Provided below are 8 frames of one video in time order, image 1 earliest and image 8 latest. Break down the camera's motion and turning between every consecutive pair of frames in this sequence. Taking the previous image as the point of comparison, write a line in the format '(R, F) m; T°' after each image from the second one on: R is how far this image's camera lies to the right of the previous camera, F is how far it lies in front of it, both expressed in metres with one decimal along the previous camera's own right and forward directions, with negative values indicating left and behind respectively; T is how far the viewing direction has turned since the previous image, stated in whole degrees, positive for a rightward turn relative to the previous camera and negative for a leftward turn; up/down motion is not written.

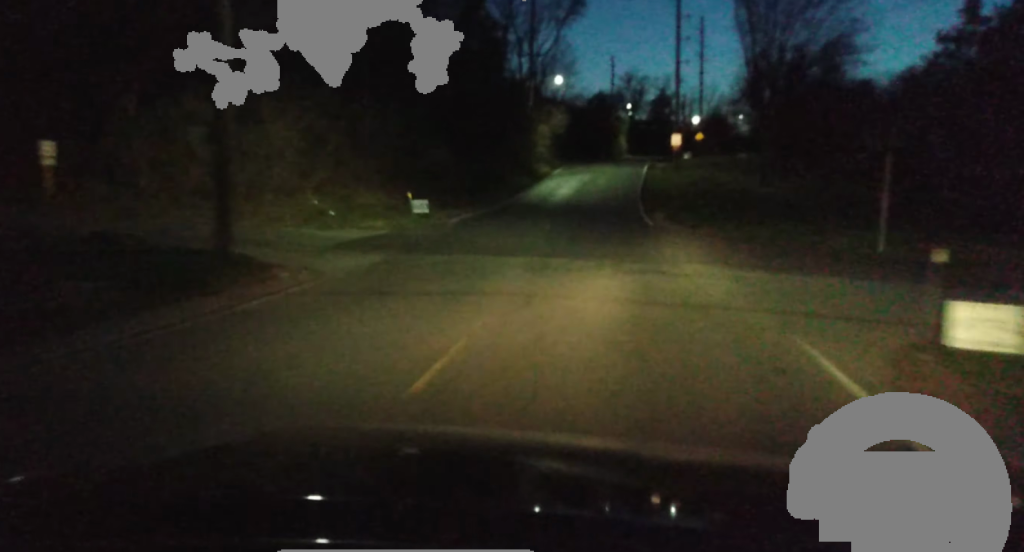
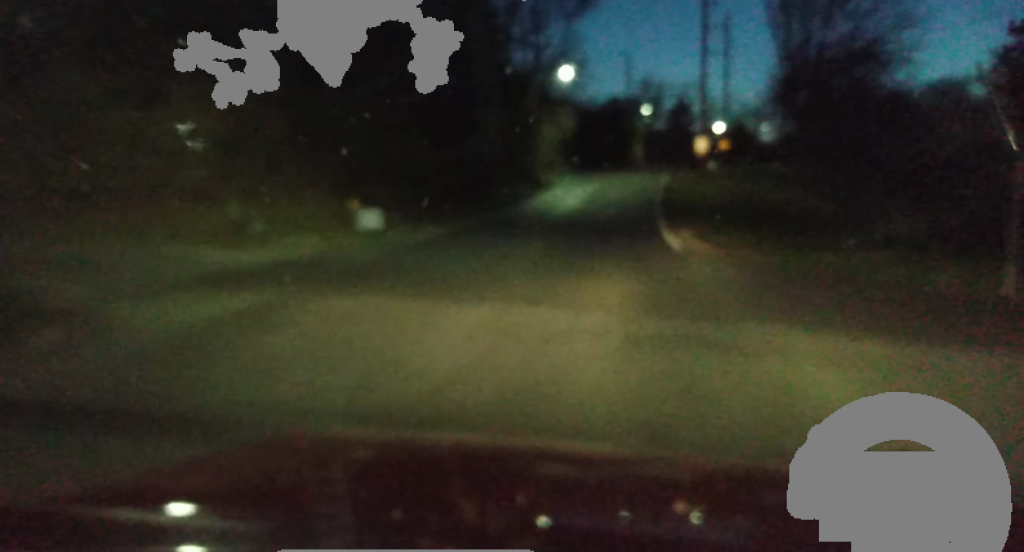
(-0.1, +7.8) m; 0°
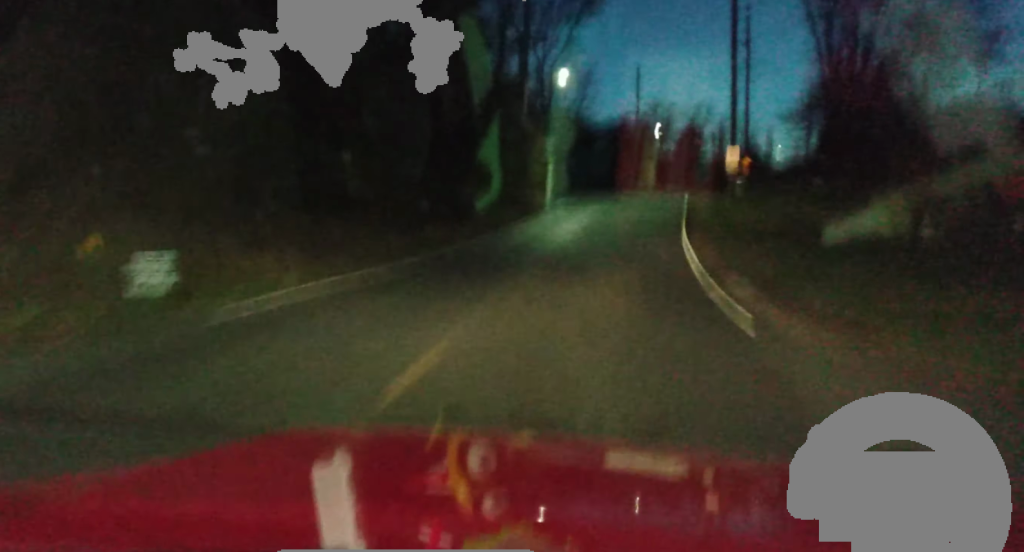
(+0.6, +14.3) m; +1°
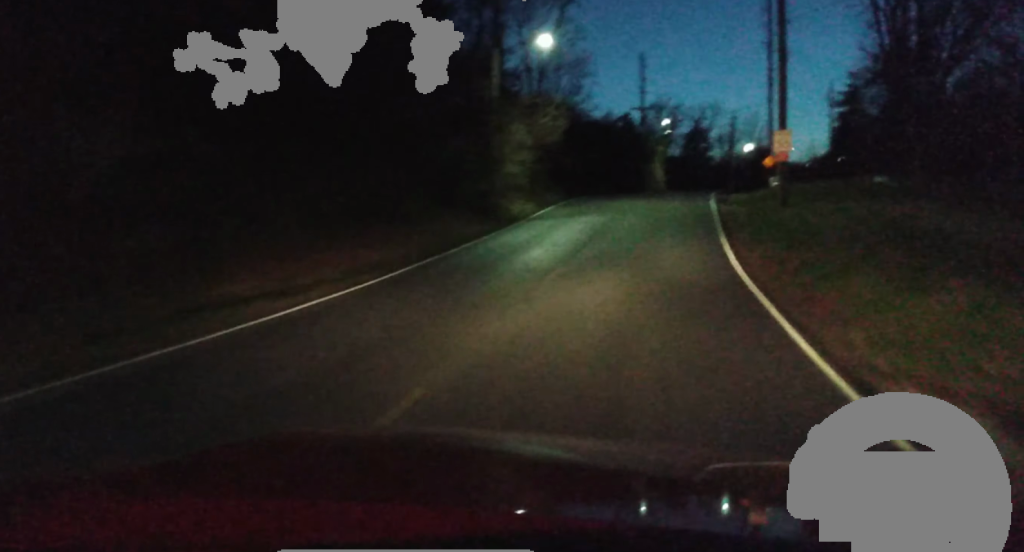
(-0.4, +14.6) m; 0°
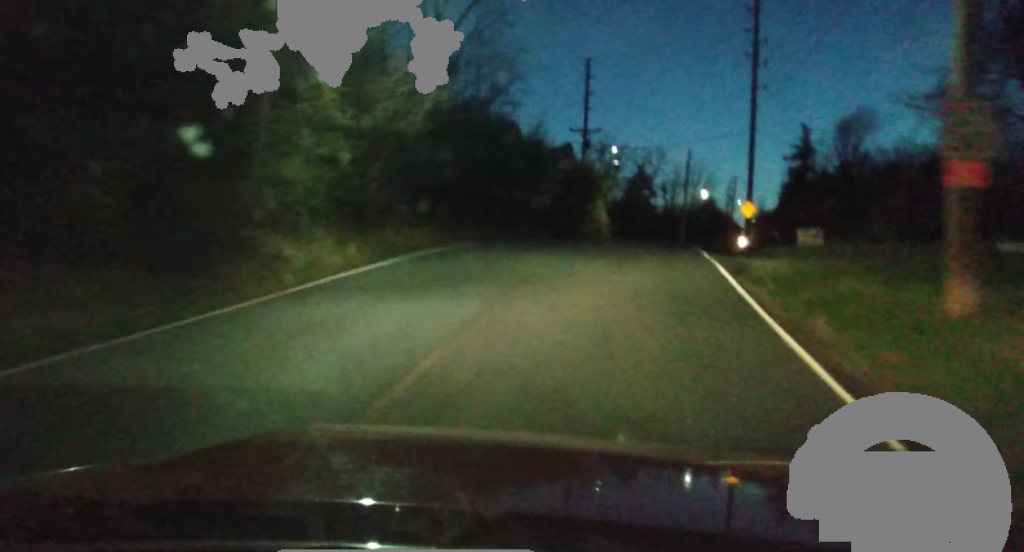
(+0.4, +23.5) m; +3°
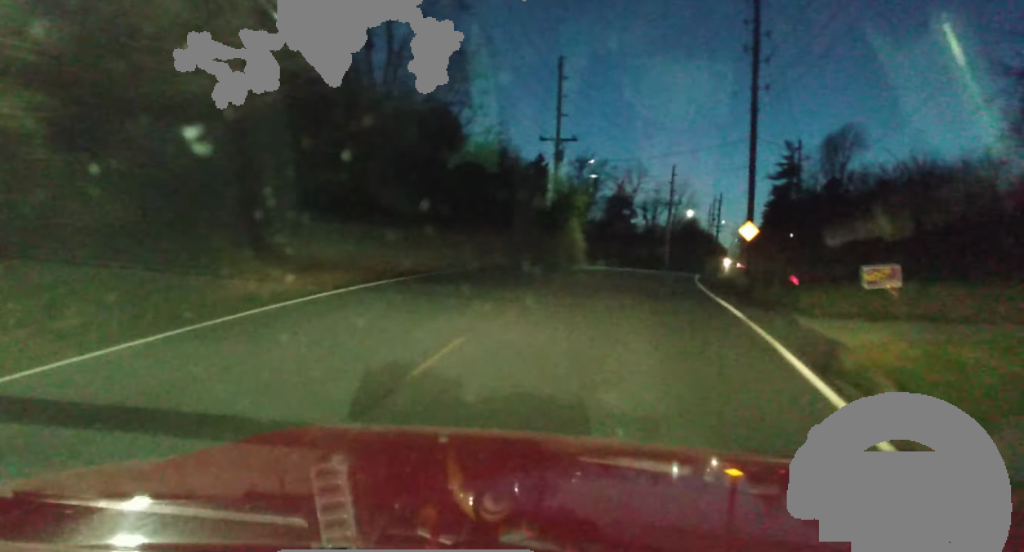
(+0.1, +10.2) m; +1°
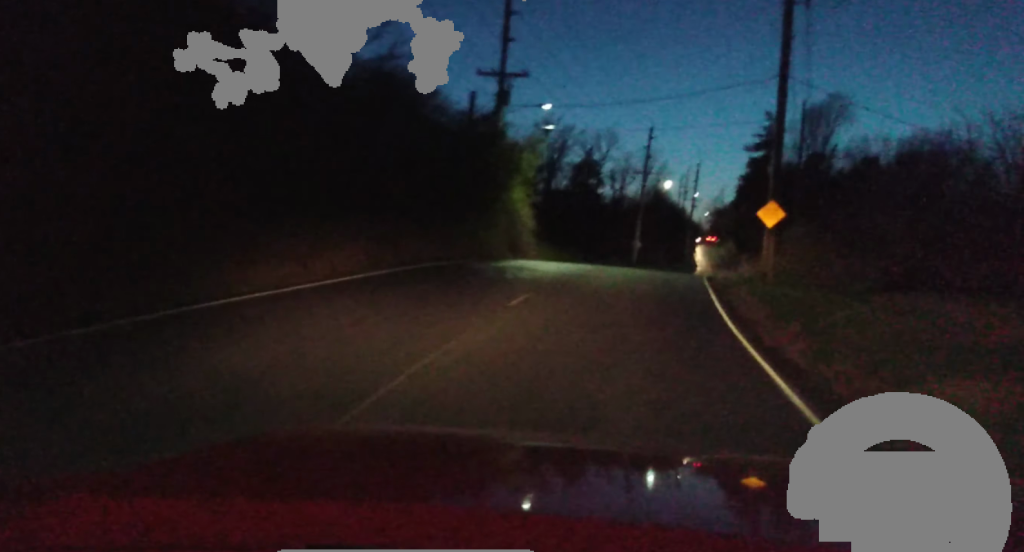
(+0.3, +18.0) m; +4°
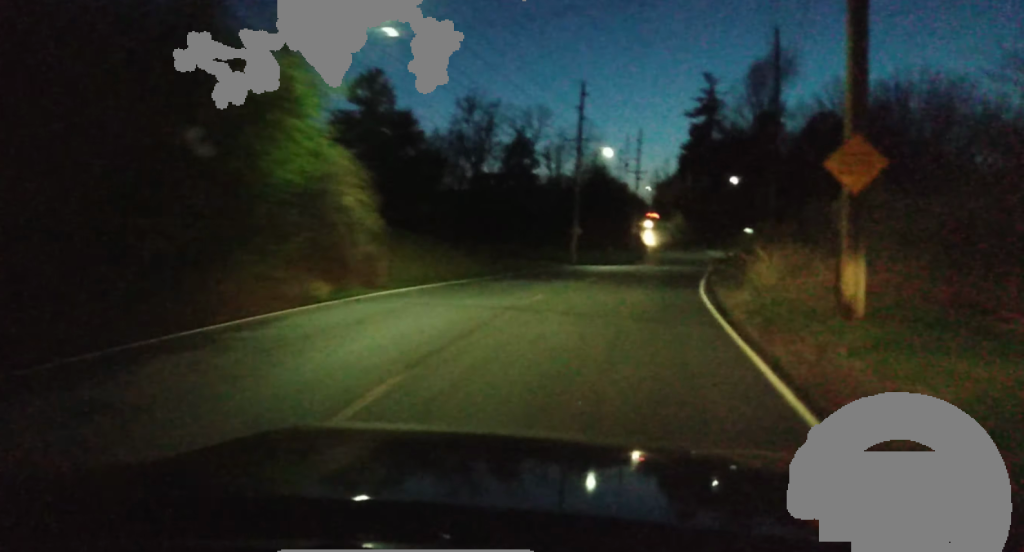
(+0.8, +21.2) m; +2°
